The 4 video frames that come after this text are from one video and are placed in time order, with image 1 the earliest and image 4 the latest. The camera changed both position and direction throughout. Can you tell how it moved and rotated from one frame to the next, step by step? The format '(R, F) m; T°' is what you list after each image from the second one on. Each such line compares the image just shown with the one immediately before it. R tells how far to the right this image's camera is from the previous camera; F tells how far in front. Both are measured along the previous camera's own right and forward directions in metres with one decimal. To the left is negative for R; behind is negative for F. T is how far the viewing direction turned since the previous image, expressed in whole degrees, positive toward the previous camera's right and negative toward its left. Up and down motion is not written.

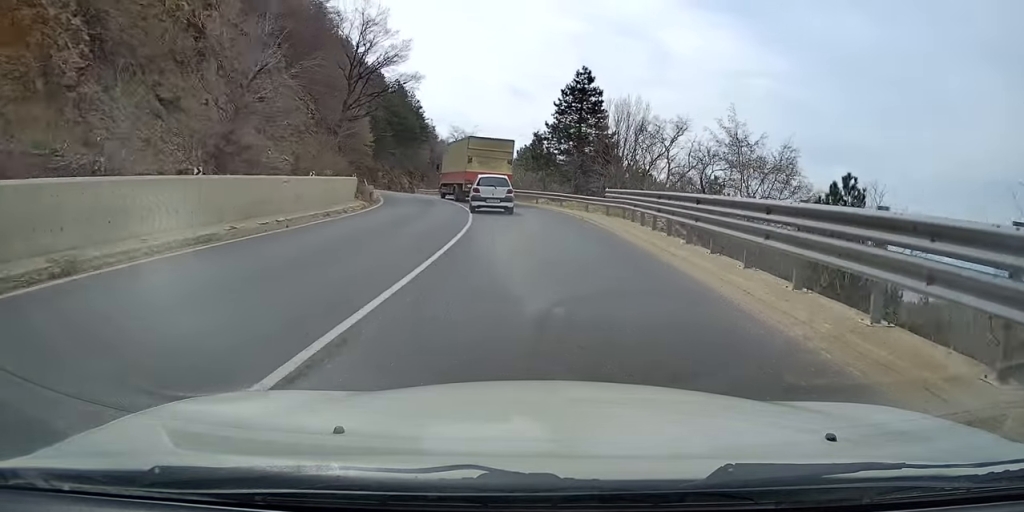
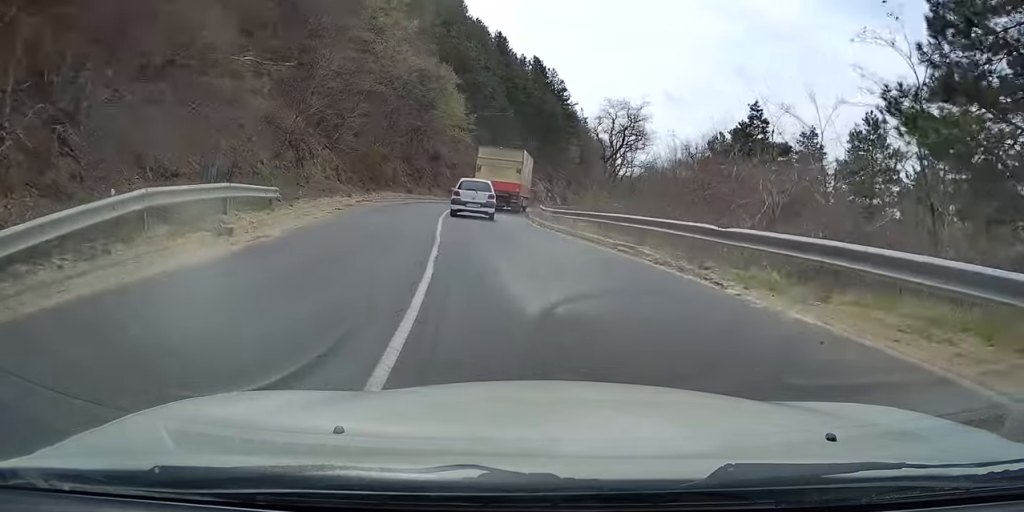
(-2.3, +39.7) m; -10°
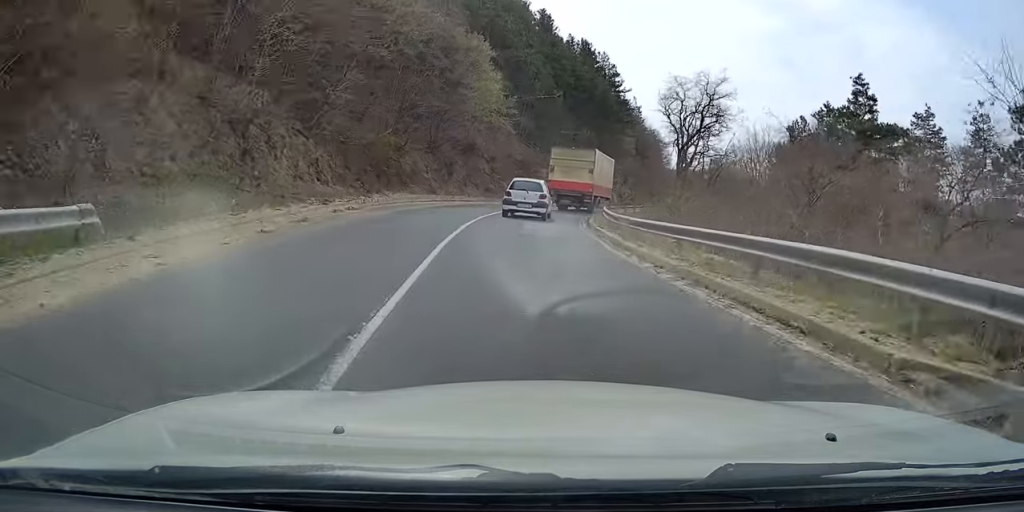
(-0.4, +10.1) m; -2°
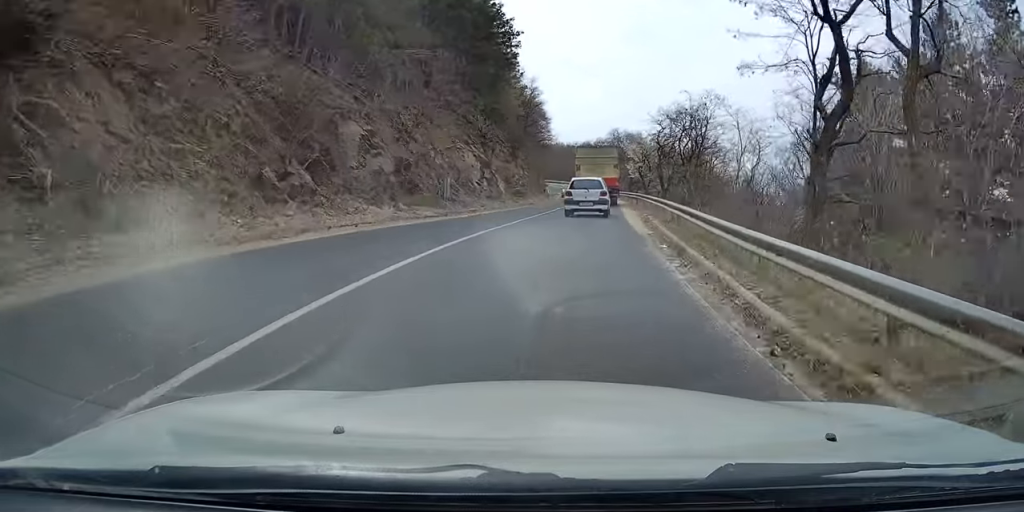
(+3.6, +36.8) m; +15°
